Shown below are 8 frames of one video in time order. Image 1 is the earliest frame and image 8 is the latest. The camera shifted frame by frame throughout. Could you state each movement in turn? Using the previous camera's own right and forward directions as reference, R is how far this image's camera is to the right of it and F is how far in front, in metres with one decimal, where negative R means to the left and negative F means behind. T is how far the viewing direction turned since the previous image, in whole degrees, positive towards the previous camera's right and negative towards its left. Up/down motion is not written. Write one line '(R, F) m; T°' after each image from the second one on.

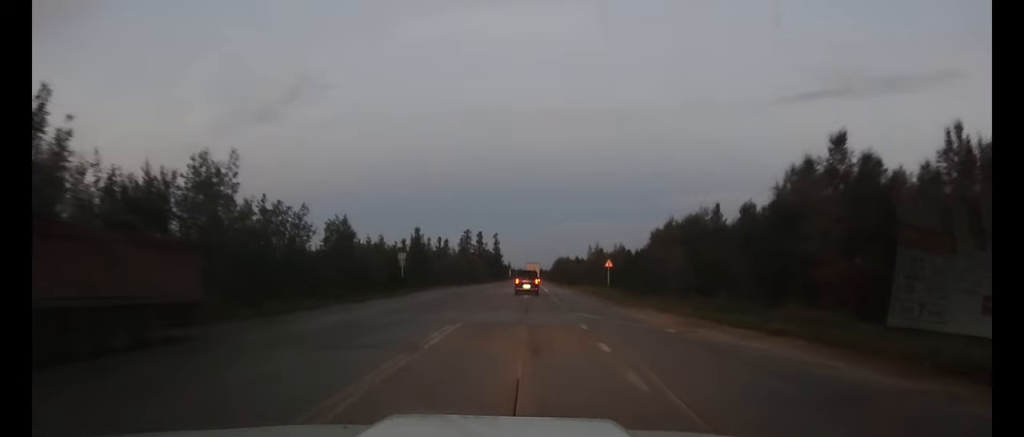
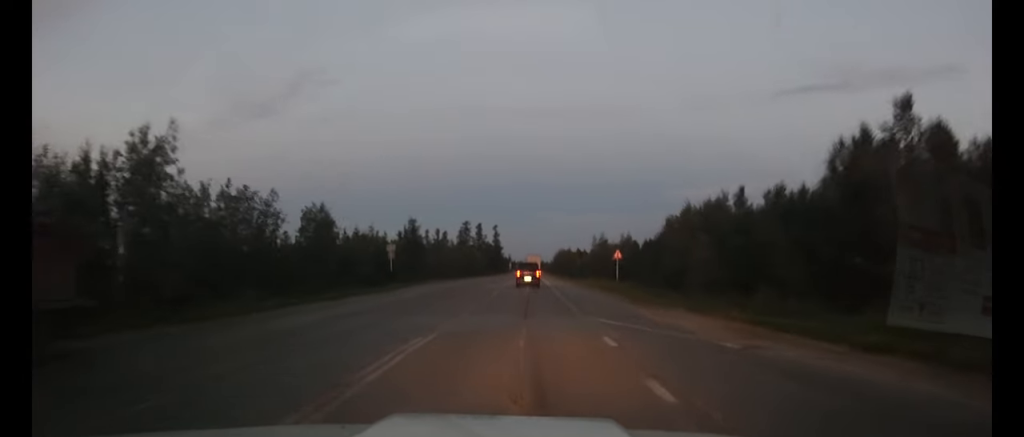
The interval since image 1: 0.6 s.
(0.0, +5.3) m; 0°
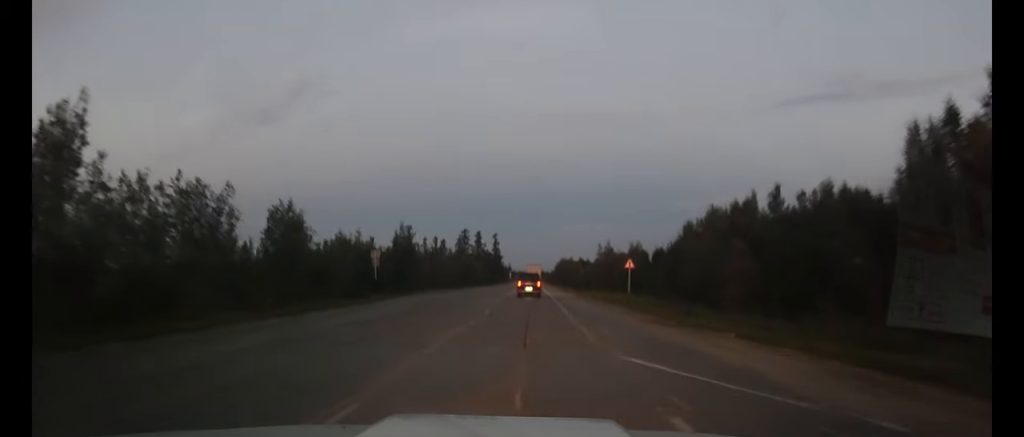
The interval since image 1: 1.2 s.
(0.0, +5.9) m; 0°
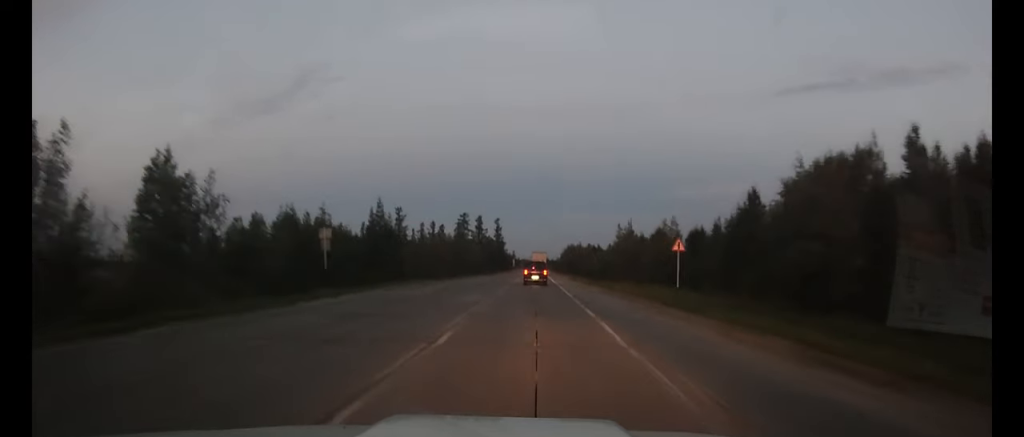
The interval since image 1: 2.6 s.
(-0.1, +13.2) m; -1°
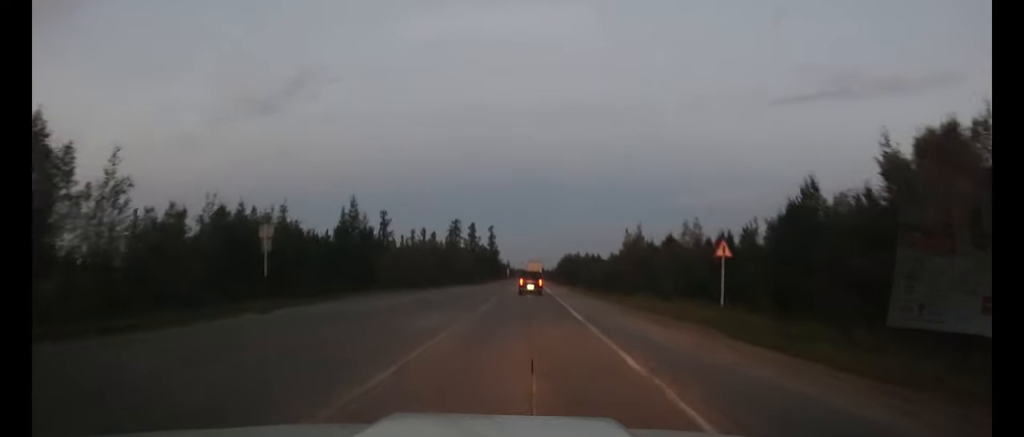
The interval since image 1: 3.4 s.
(0.0, +7.9) m; 0°
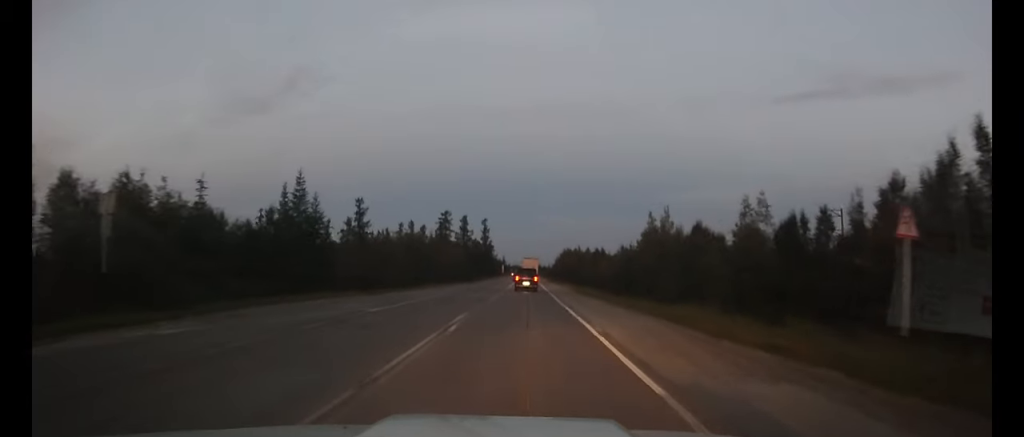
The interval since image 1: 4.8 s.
(+0.1, +12.7) m; +1°
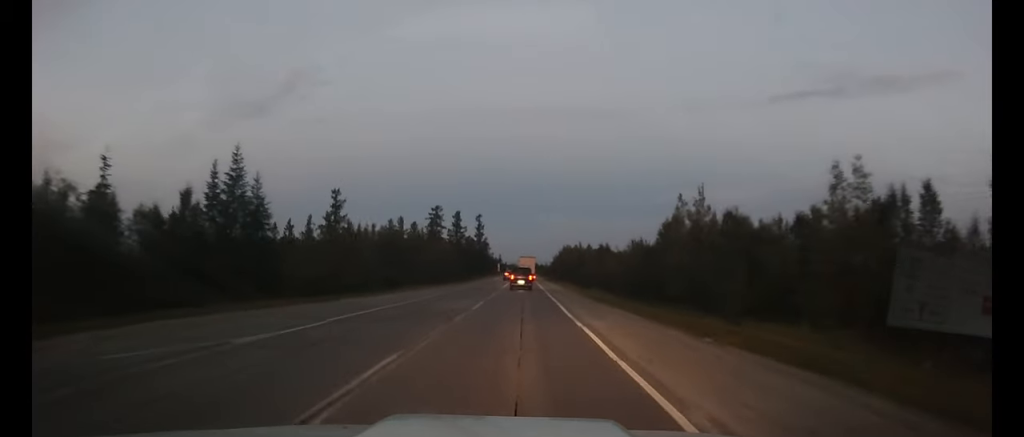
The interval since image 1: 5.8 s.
(0.0, +10.1) m; 0°
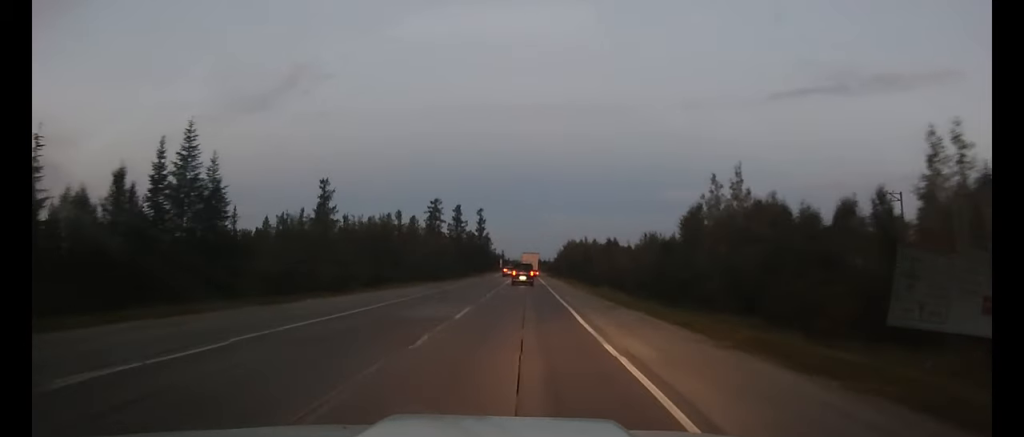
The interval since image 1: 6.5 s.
(0.0, +6.0) m; 0°
